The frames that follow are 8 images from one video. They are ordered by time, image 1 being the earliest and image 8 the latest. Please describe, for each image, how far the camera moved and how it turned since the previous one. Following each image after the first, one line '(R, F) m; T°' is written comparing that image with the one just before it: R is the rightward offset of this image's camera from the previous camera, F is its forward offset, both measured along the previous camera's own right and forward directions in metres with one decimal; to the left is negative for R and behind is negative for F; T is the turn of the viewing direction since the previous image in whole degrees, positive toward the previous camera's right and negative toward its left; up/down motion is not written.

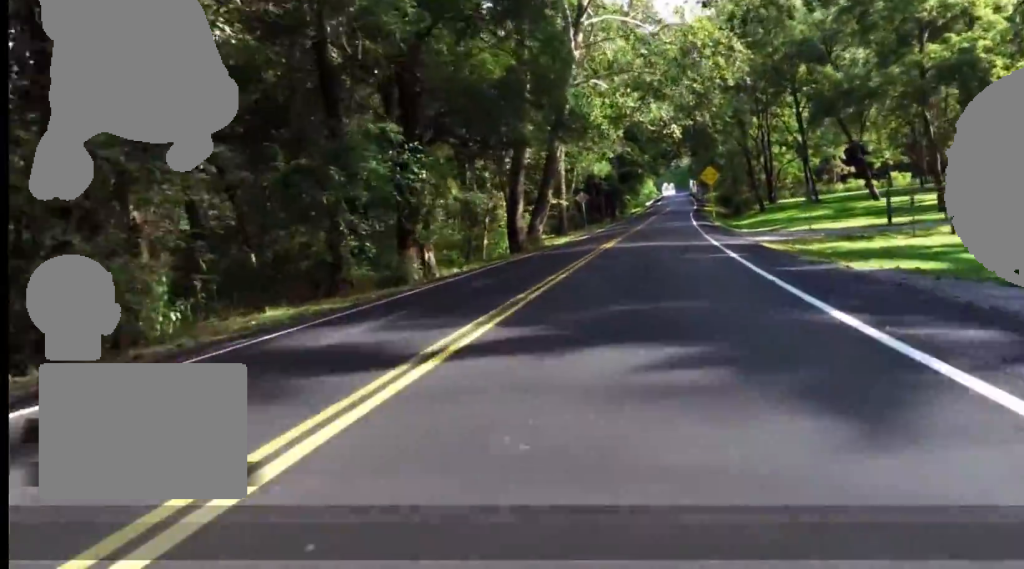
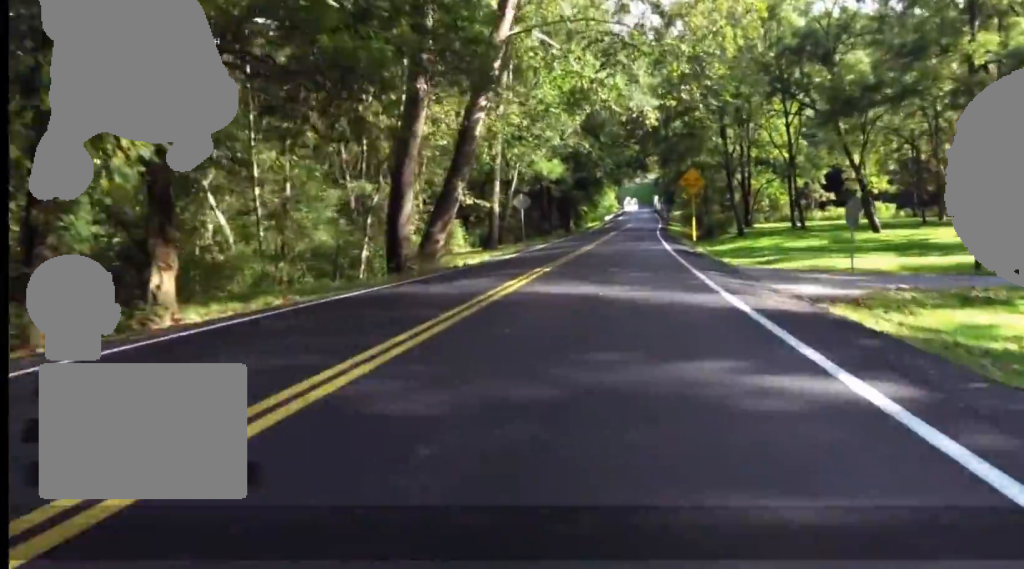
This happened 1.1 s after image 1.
(-0.5, +12.6) m; -2°
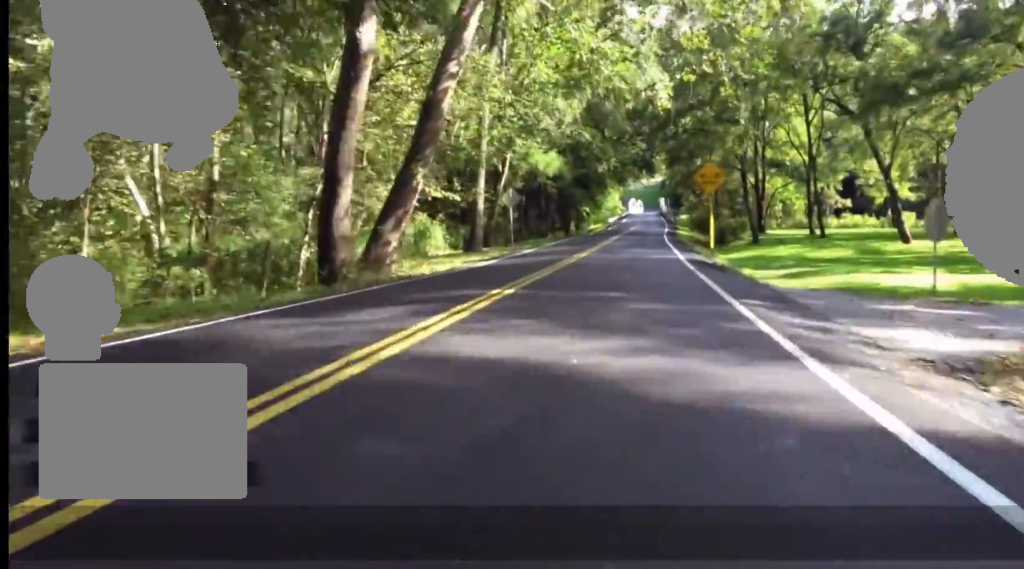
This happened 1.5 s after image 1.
(0.0, +5.5) m; 0°
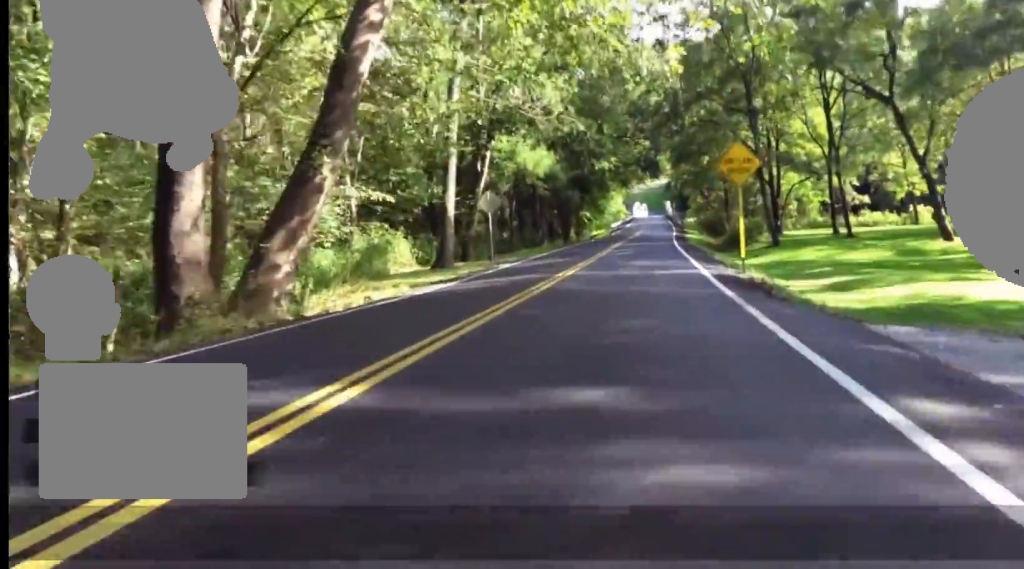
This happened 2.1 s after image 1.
(0.0, +6.2) m; 0°
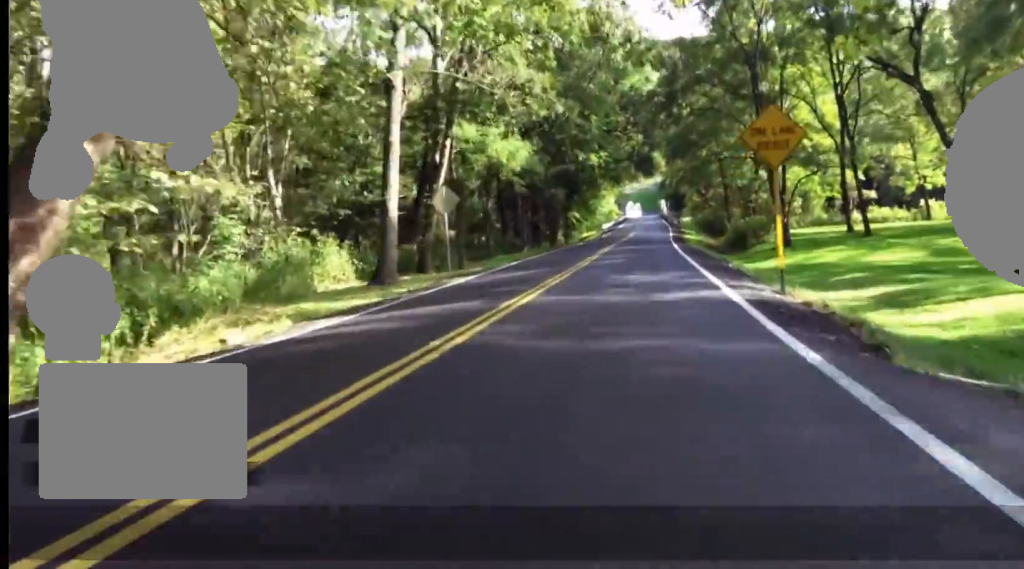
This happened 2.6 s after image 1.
(0.0, +5.8) m; 0°
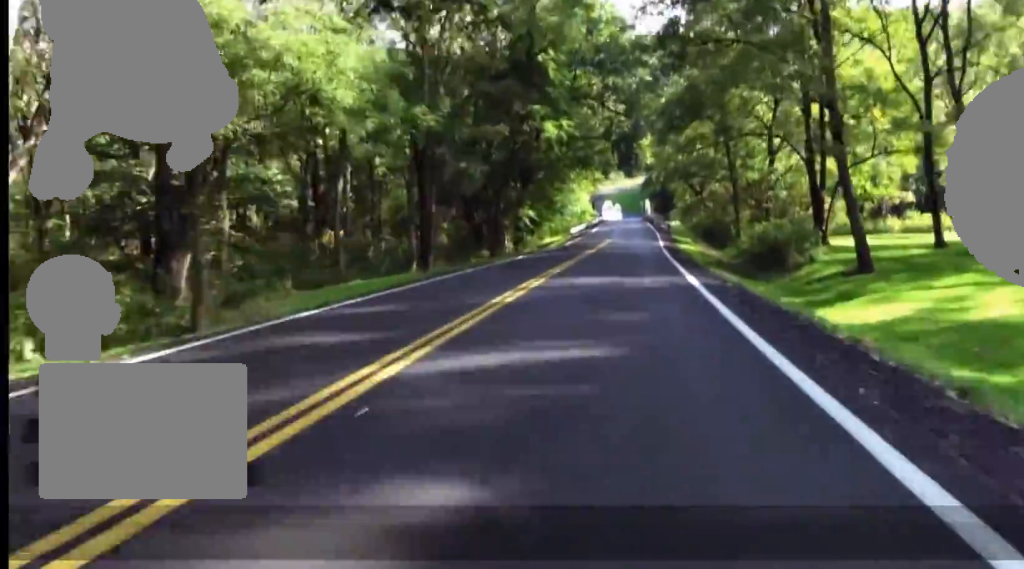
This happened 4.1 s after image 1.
(0.0, +17.7) m; 0°
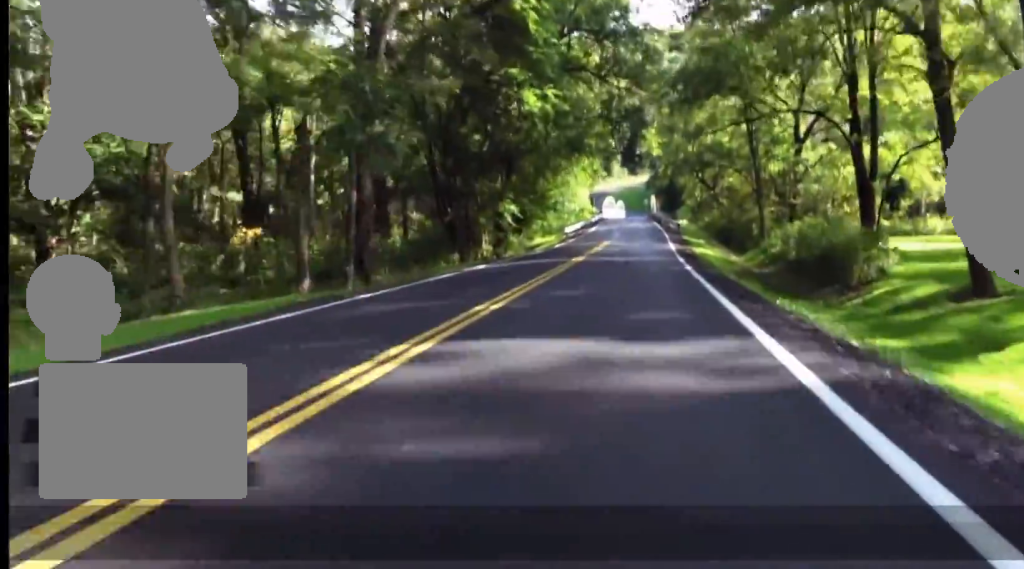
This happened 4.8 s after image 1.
(0.0, +8.0) m; 0°
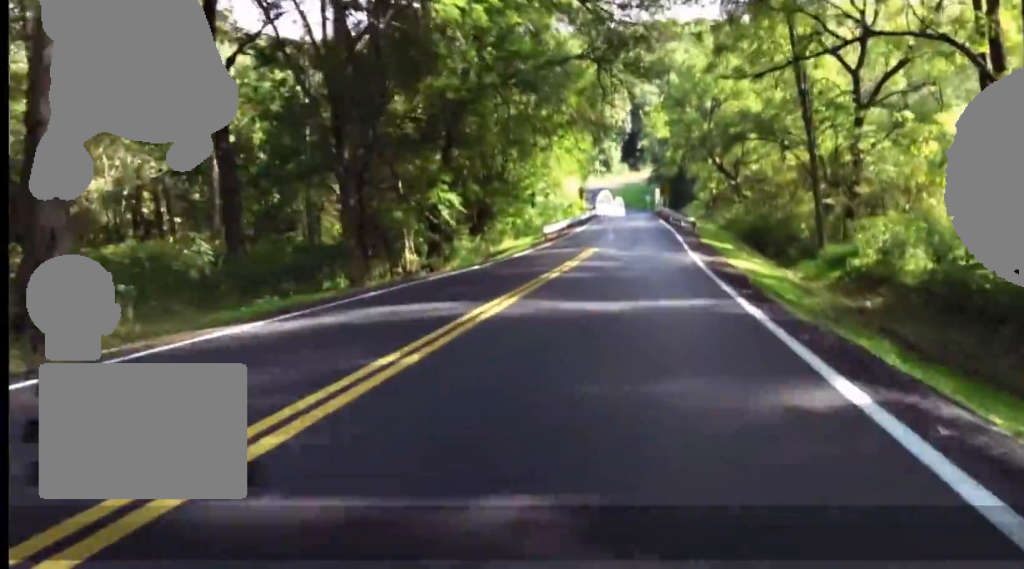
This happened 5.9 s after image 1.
(0.0, +12.7) m; 0°
